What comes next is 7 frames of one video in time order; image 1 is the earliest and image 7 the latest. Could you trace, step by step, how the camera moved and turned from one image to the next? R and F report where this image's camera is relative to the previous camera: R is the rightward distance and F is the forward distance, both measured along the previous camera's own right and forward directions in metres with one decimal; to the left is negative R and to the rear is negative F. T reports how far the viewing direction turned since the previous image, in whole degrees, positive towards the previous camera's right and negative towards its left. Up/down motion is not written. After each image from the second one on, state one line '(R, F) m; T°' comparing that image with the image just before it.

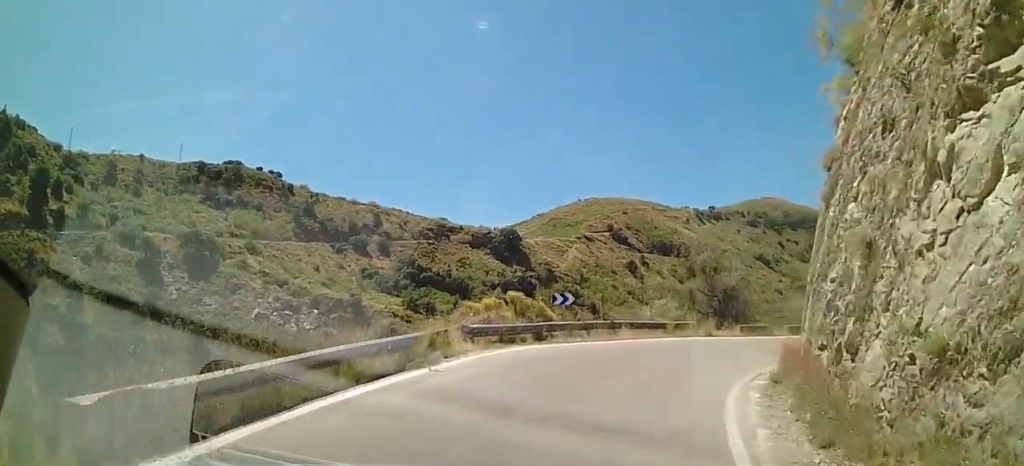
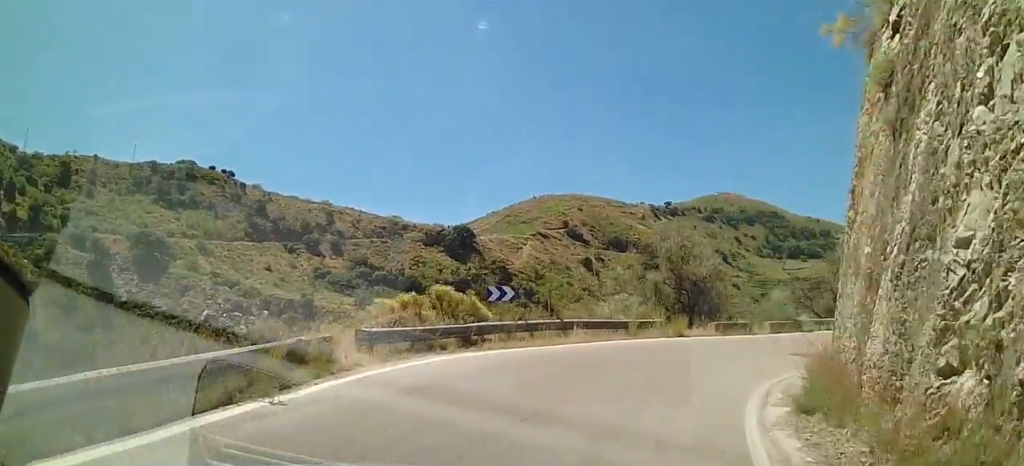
(0.0, +4.2) m; +5°
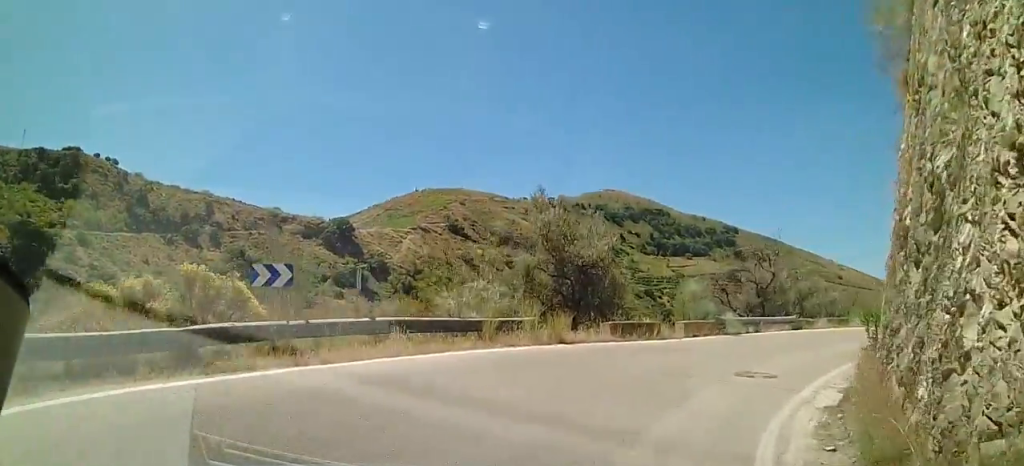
(+0.6, +6.7) m; +15°
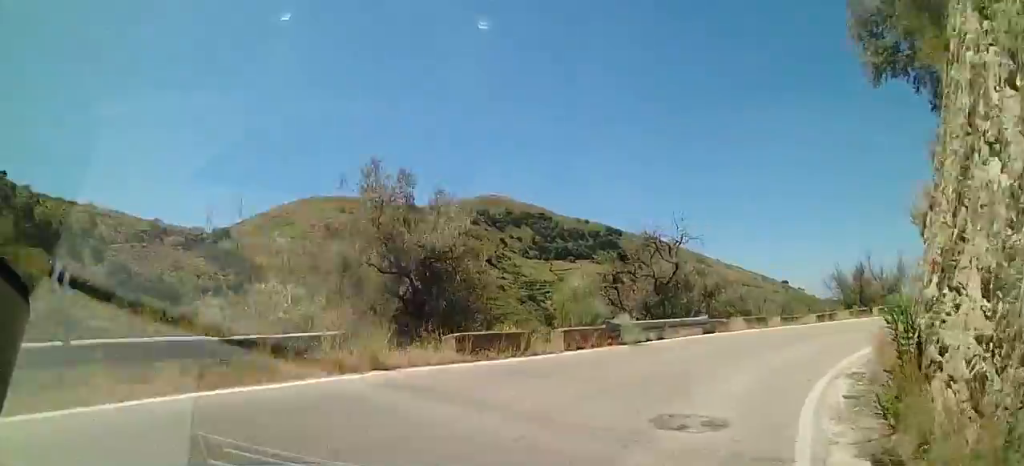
(+0.8, +5.0) m; +15°
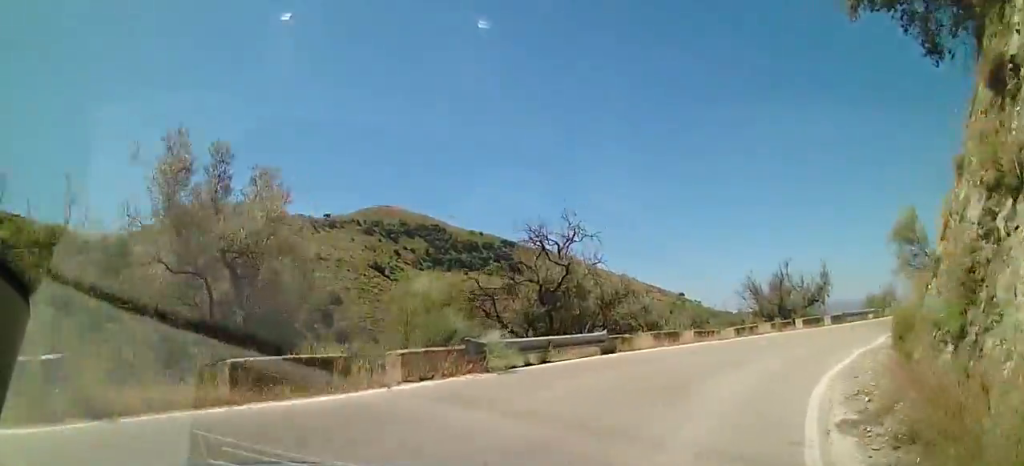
(+0.5, +4.1) m; +9°
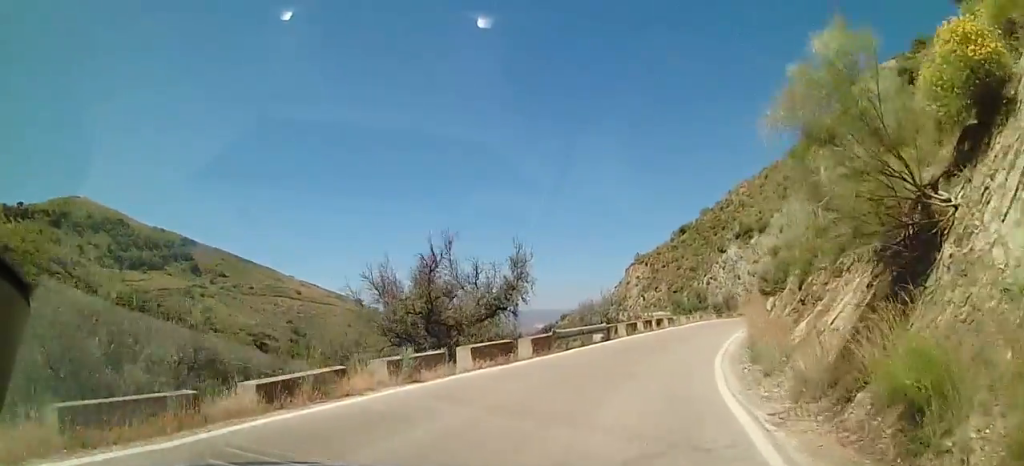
(+2.1, +14.8) m; +16°
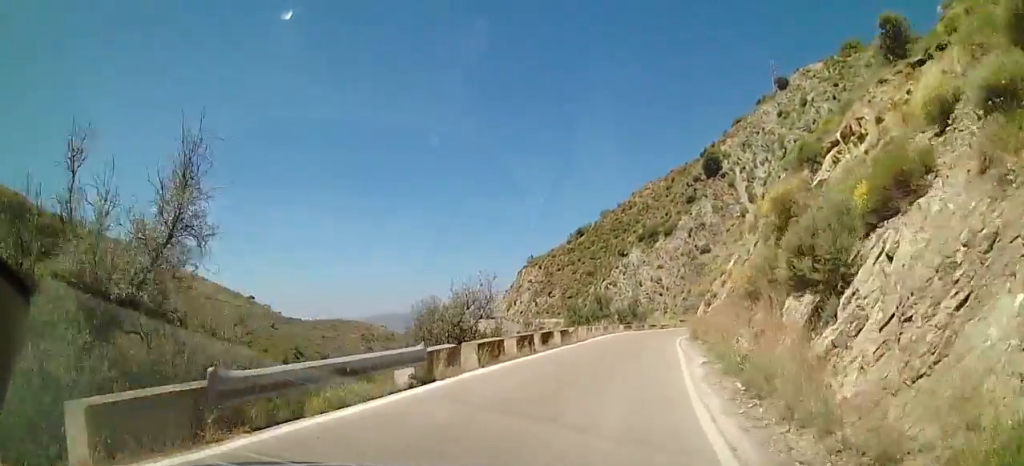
(+2.1, +9.9) m; +19°
